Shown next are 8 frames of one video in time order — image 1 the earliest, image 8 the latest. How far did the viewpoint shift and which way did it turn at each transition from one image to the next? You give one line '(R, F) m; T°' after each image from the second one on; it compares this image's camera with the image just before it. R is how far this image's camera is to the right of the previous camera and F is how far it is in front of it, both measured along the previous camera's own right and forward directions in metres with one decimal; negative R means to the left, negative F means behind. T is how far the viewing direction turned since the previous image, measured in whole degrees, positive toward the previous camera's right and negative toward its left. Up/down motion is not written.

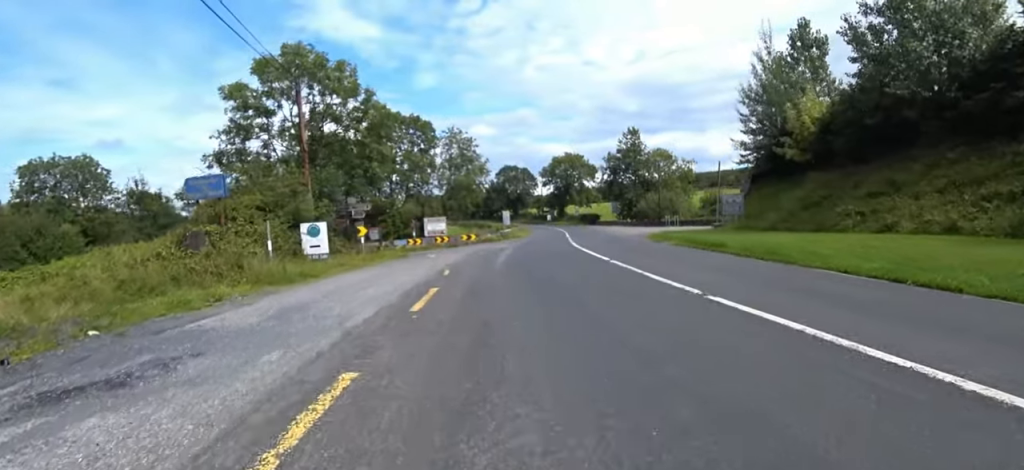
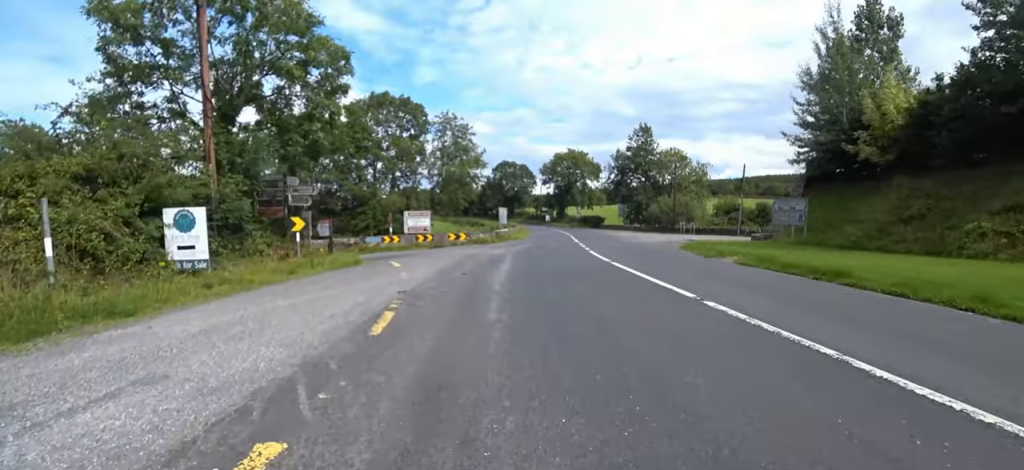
(-0.9, +6.6) m; -2°
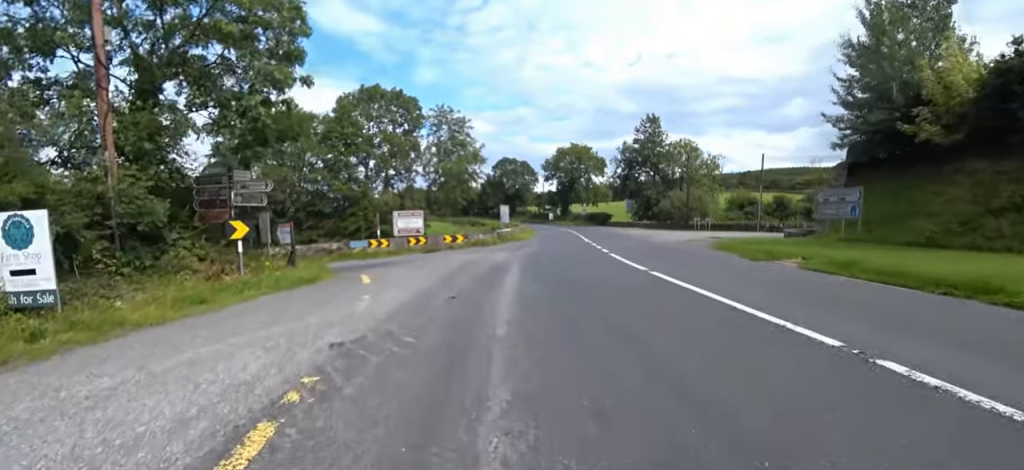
(-0.3, +3.5) m; +7°
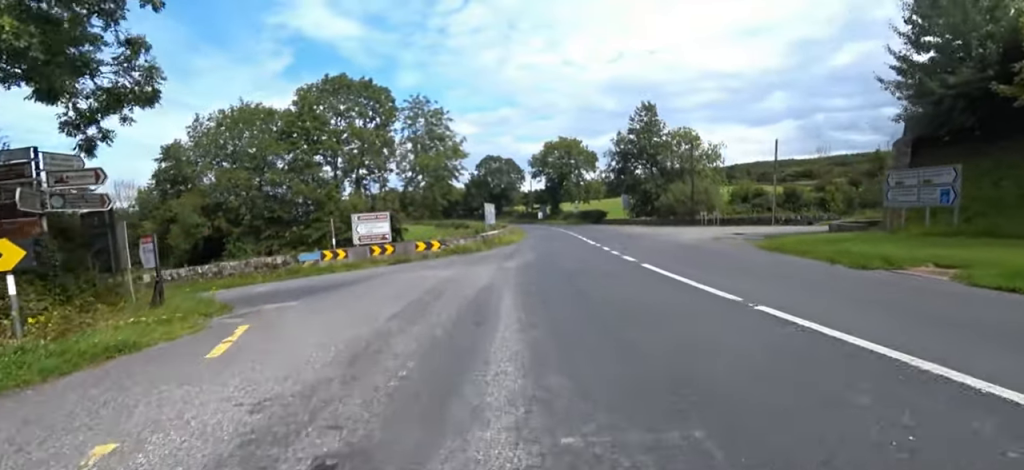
(+1.2, +5.1) m; +2°
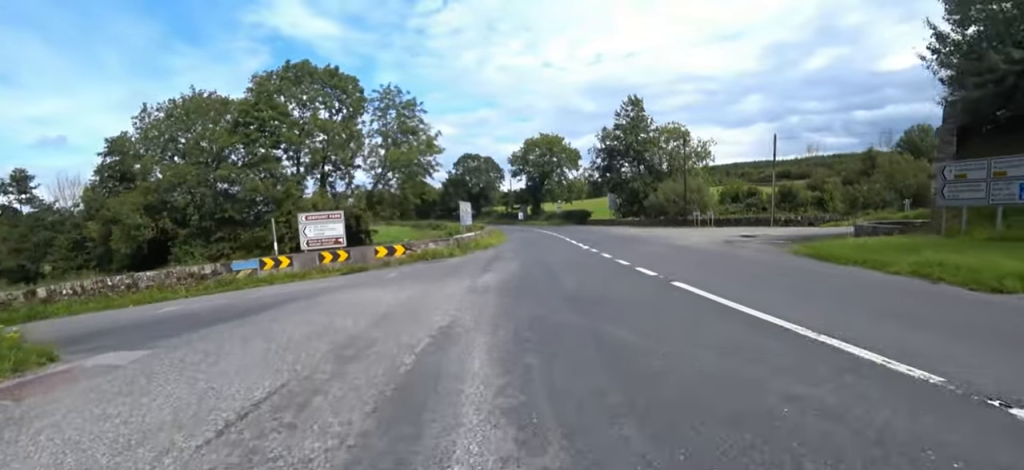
(-0.2, +3.6) m; 0°
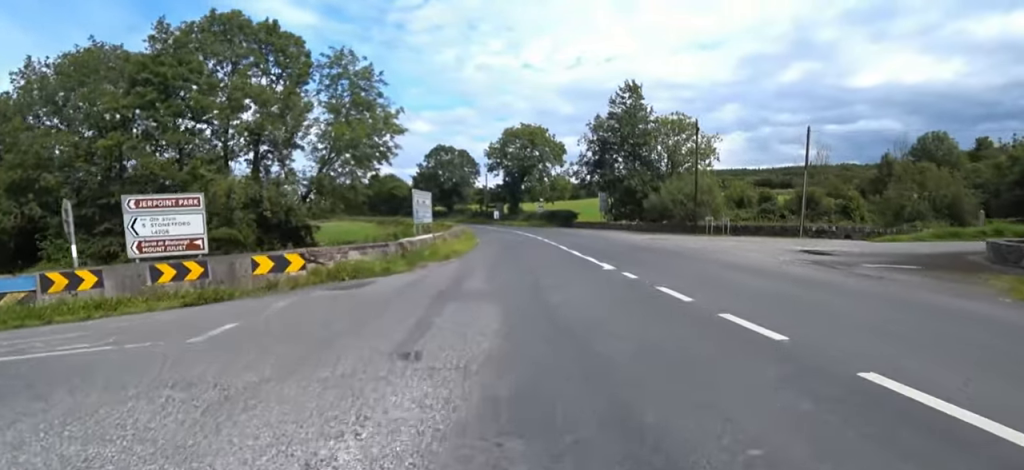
(-0.1, +7.8) m; 0°
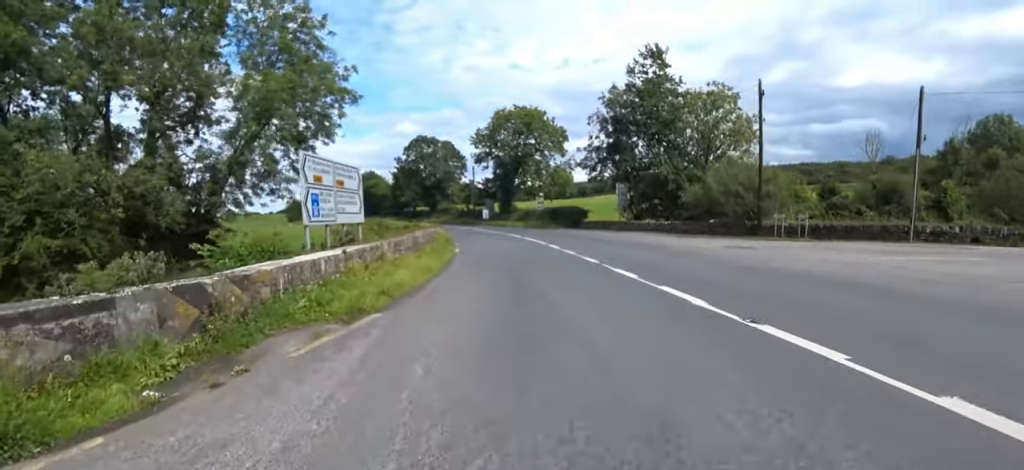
(-0.6, +10.1) m; -12°
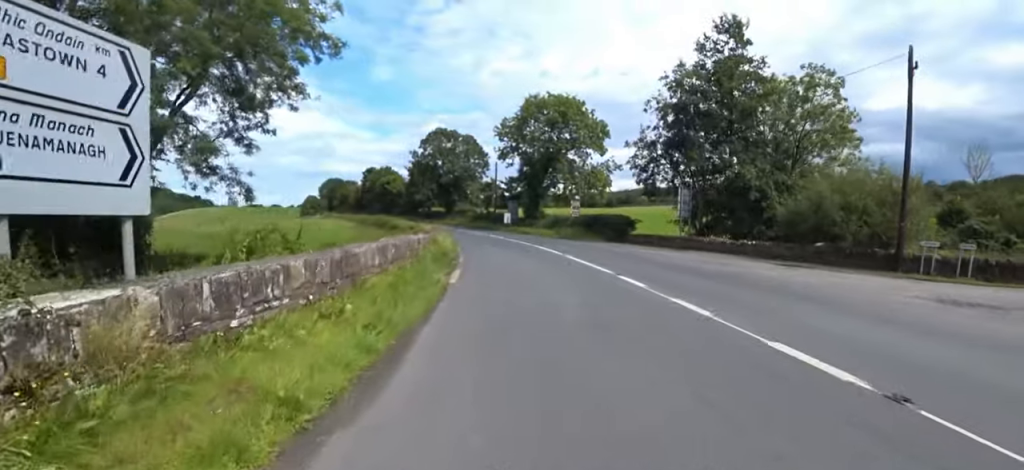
(-0.1, +7.8) m; +6°
